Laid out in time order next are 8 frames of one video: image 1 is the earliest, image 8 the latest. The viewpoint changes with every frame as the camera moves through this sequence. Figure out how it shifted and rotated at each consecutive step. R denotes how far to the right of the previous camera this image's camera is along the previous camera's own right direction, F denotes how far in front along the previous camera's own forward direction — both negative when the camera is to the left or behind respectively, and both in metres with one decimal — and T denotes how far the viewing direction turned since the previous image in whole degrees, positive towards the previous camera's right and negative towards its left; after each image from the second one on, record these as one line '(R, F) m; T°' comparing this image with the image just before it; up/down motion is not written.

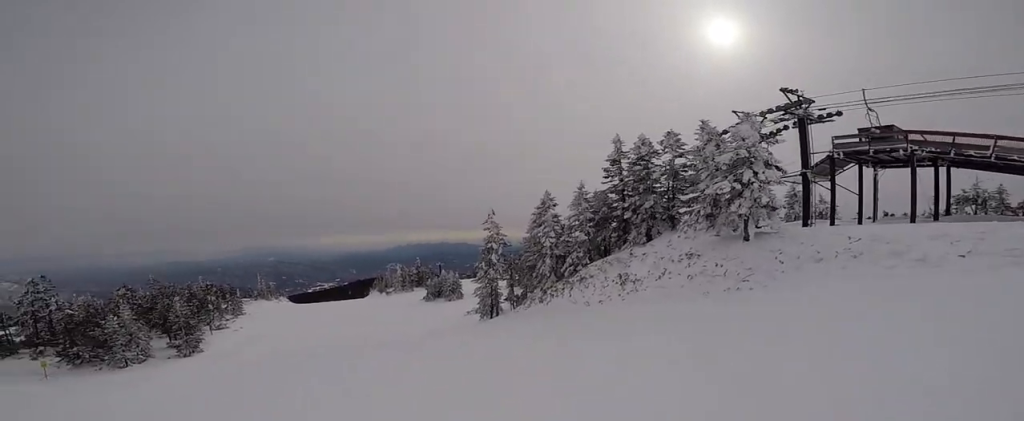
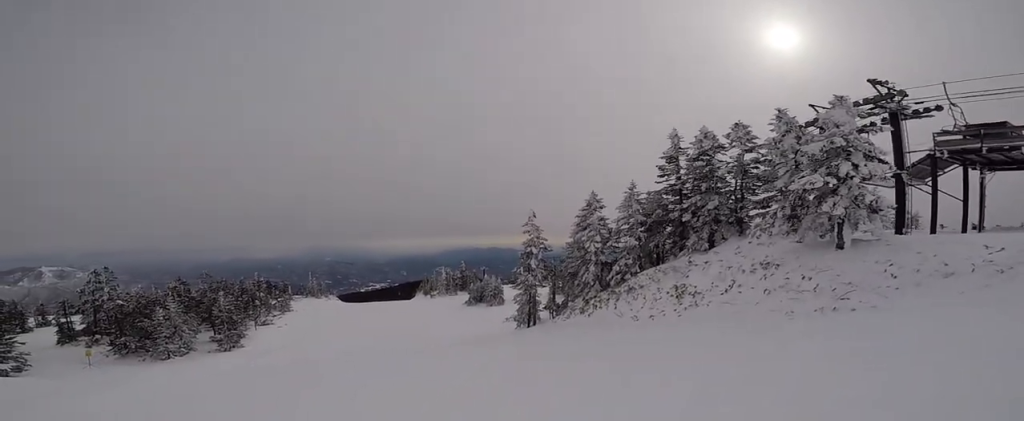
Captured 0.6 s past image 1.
(-0.6, +2.0) m; -1°
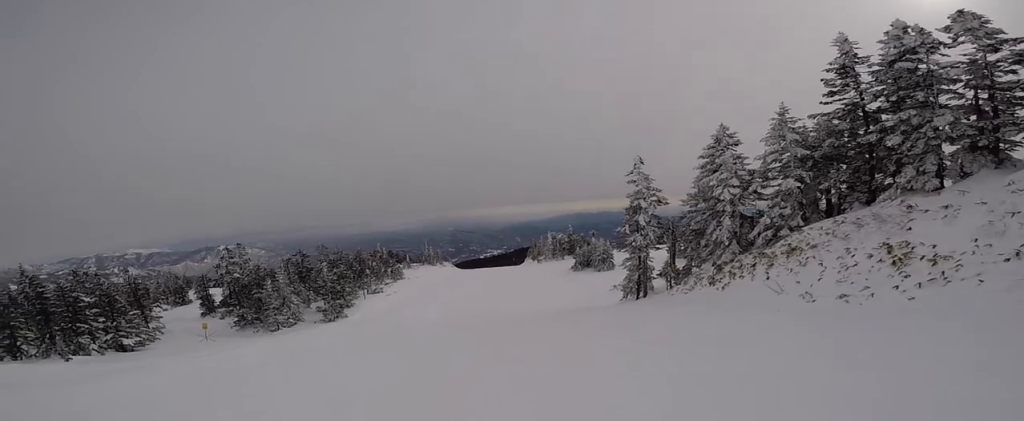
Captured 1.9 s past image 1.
(+0.9, +5.0) m; -3°
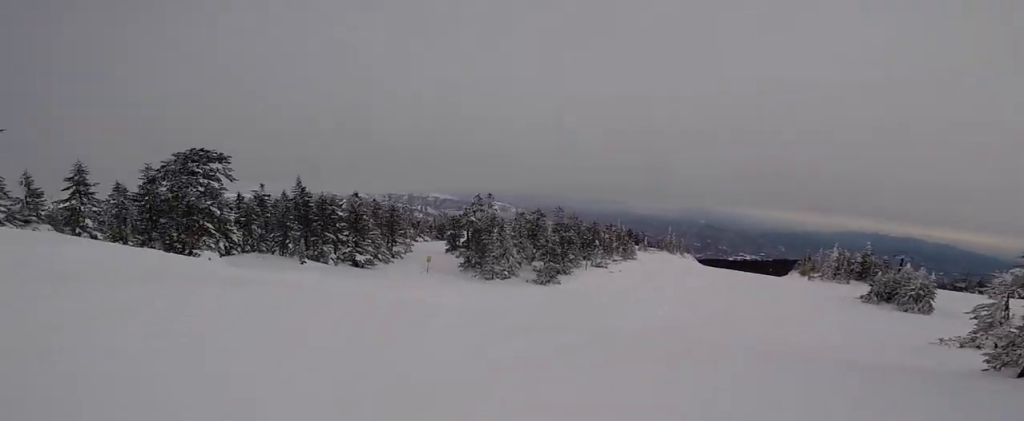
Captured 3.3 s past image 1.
(-2.5, +4.3) m; -56°
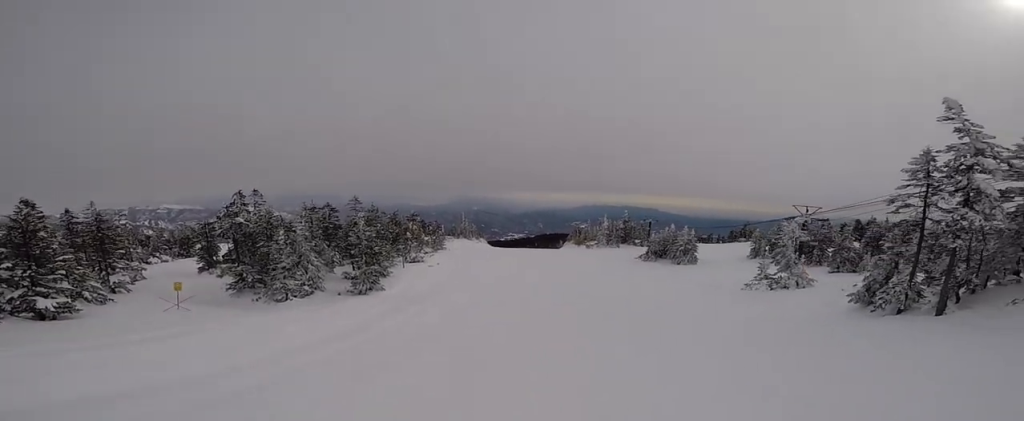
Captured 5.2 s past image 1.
(+0.9, +7.2) m; +50°
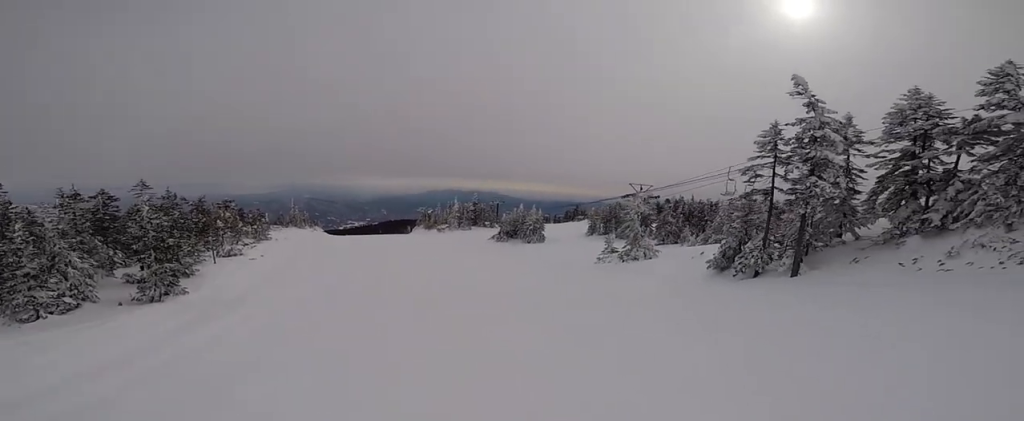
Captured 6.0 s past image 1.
(+1.0, +2.8) m; +21°
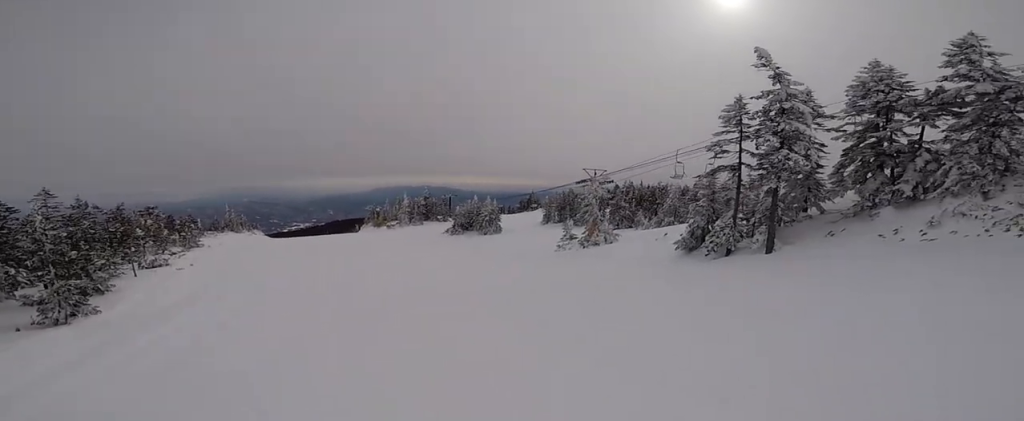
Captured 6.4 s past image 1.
(+0.2, +1.8) m; 0°
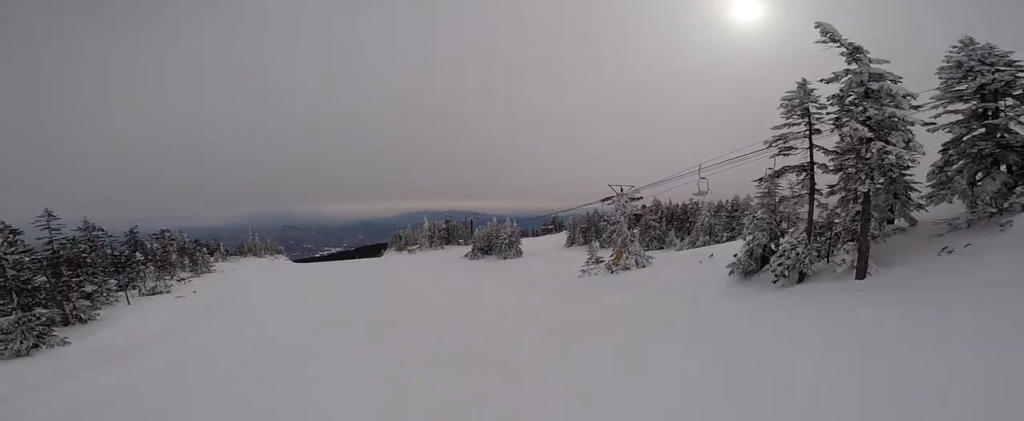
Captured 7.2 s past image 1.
(-0.1, +3.9) m; -3°
